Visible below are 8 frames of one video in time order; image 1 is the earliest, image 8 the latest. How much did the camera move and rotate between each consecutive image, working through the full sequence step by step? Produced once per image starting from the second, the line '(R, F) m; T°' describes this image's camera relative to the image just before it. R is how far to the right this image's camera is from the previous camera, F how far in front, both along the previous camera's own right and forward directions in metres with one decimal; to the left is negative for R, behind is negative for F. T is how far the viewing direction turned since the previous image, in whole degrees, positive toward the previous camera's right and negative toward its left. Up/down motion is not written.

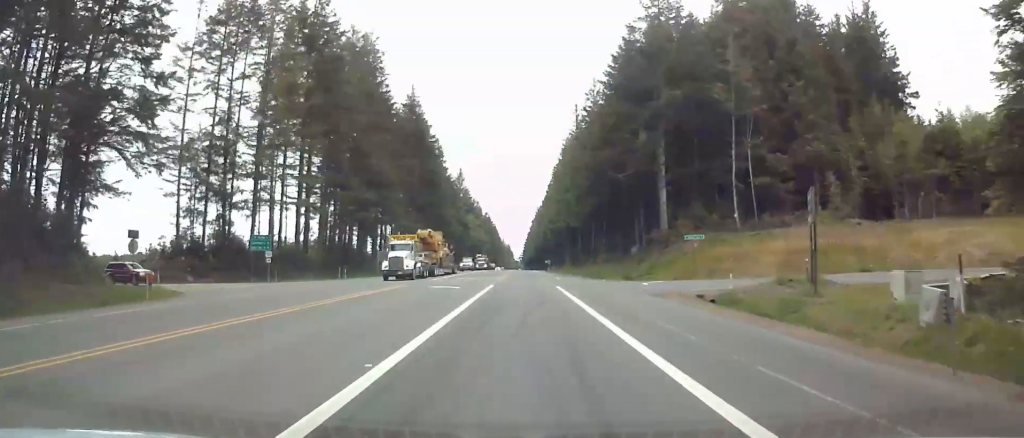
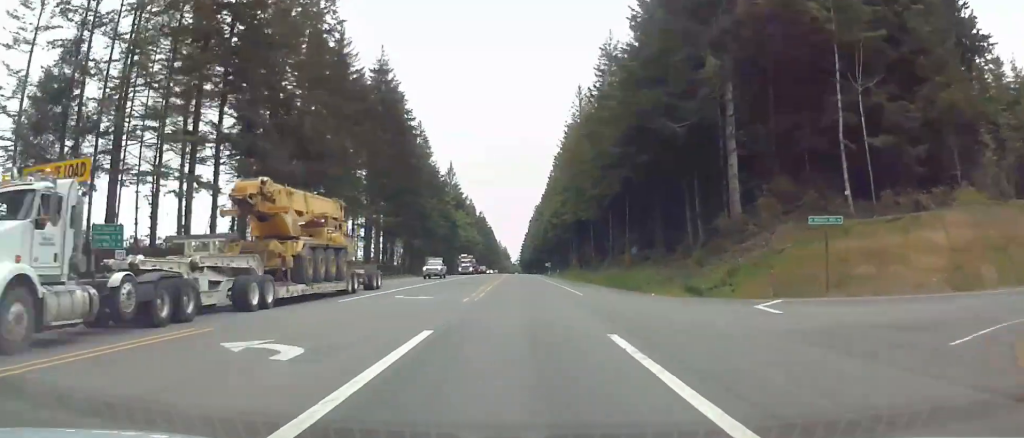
(+0.1, +25.4) m; 0°
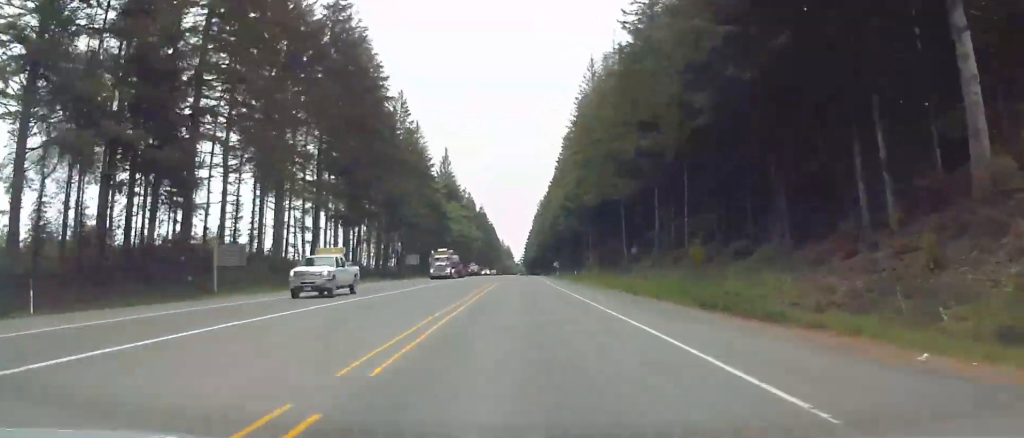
(0.0, +26.9) m; 0°
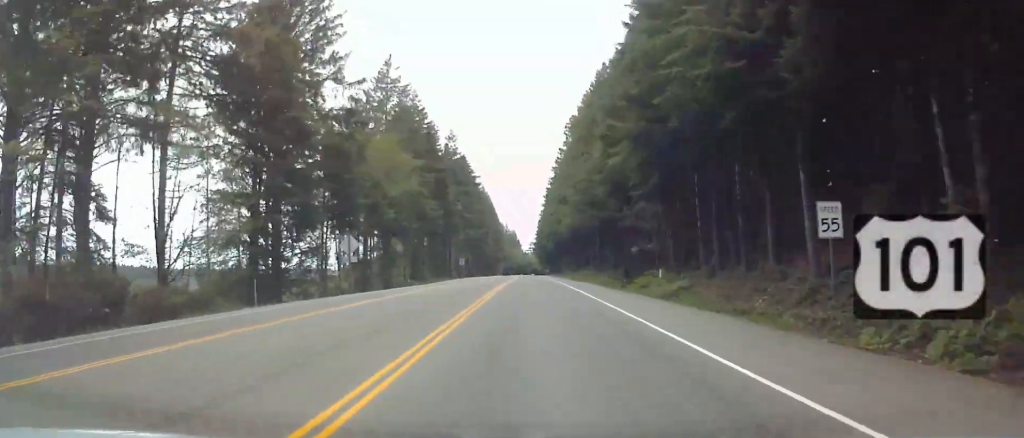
(+2.8, +154.6) m; +1°
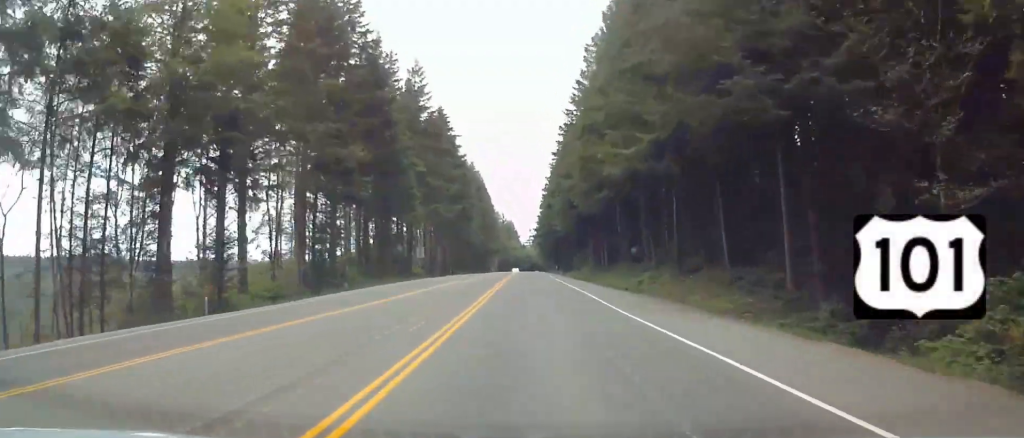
(-0.1, +49.3) m; 0°
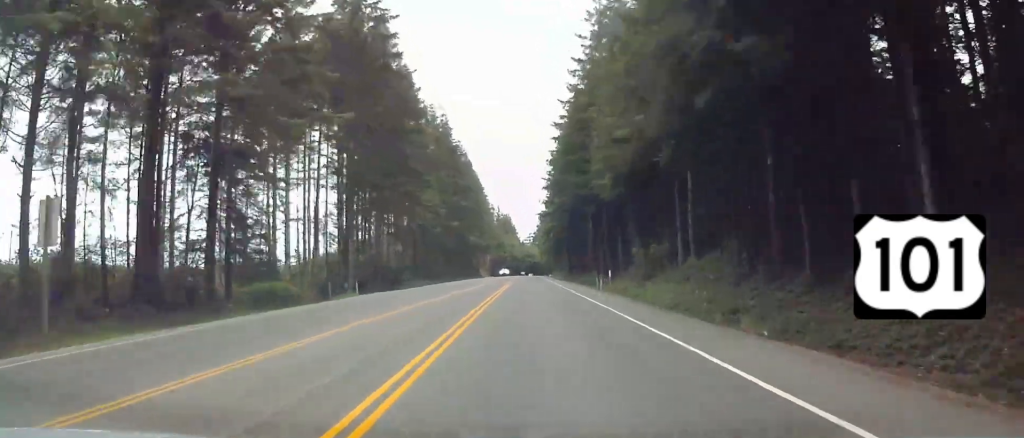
(0.0, +65.1) m; 0°
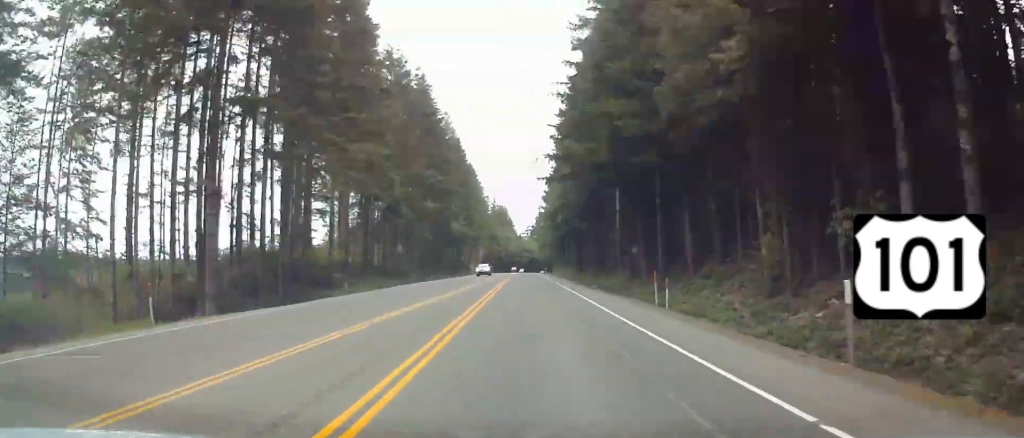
(0.0, +29.3) m; 0°
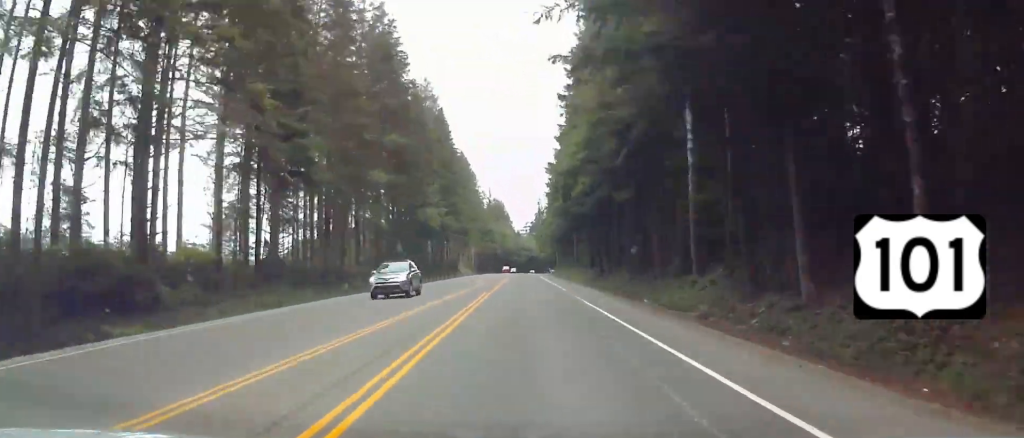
(+0.1, +29.4) m; 0°
